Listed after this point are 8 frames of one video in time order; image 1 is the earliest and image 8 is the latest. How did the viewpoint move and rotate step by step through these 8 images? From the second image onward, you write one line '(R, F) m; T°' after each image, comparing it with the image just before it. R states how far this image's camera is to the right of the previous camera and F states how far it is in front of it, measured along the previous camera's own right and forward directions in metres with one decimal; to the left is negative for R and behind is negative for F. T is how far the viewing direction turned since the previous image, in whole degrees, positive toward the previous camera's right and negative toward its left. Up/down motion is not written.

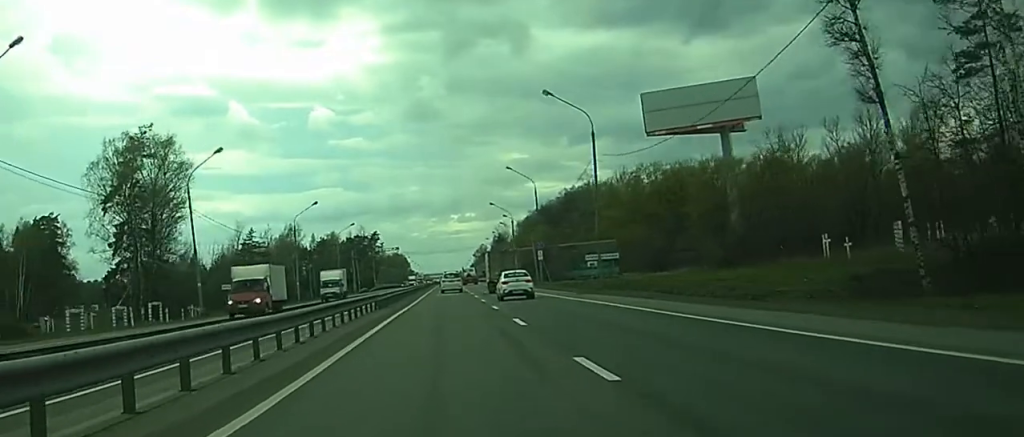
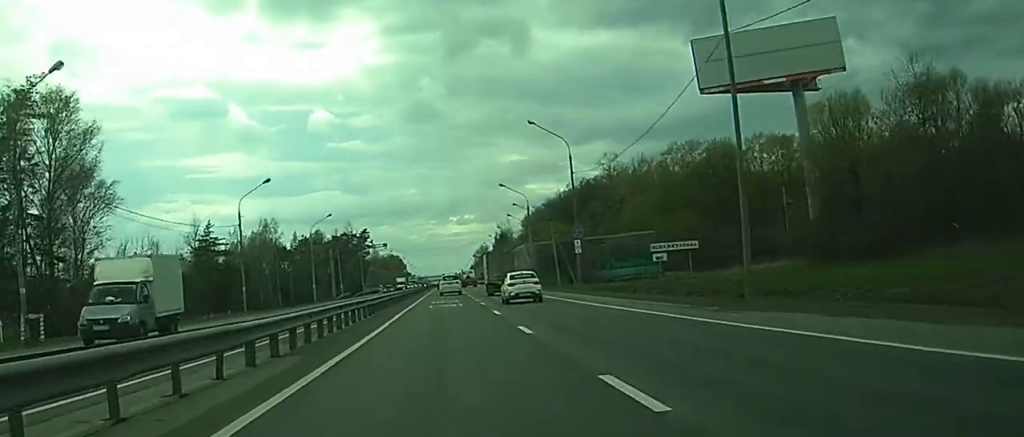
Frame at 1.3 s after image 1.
(+0.1, +27.4) m; 0°
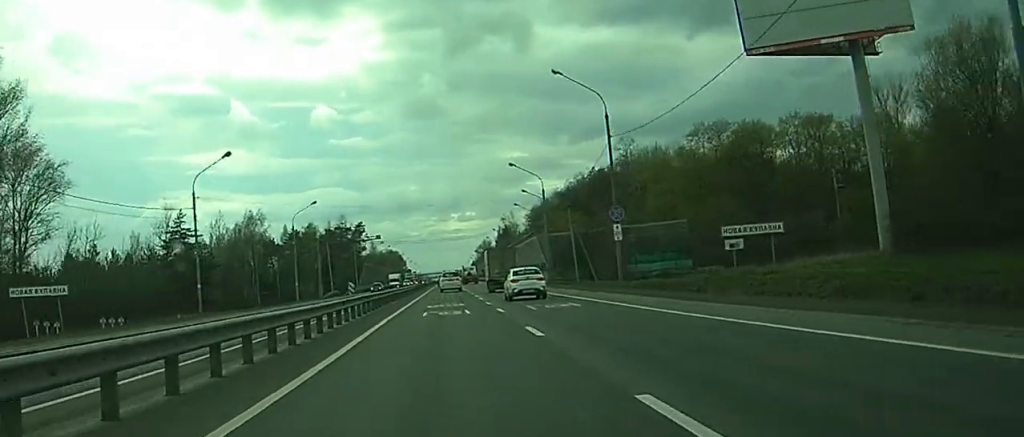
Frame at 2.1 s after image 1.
(0.0, +14.7) m; 0°
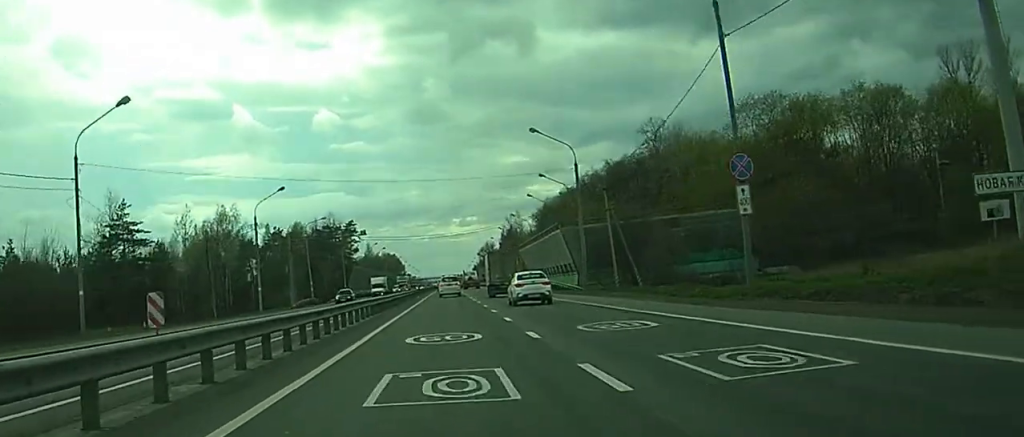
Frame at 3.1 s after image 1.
(0.0, +21.1) m; 0°
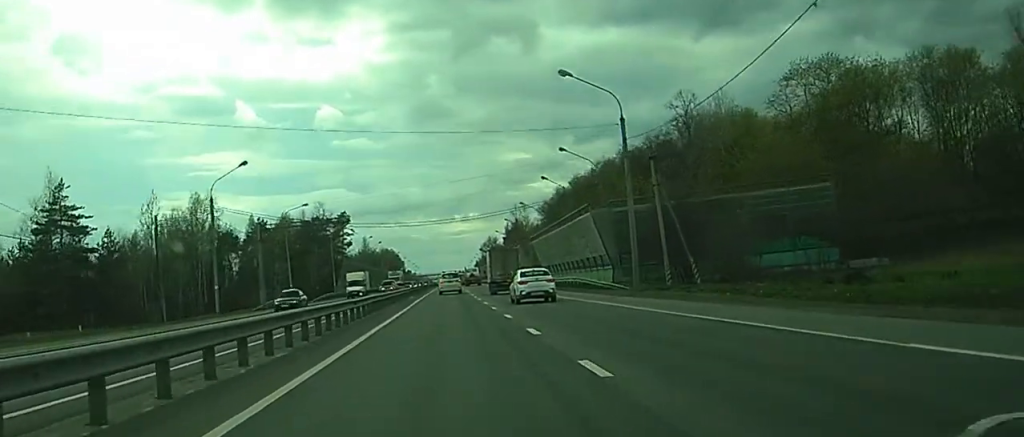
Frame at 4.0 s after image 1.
(+0.1, +16.2) m; 0°
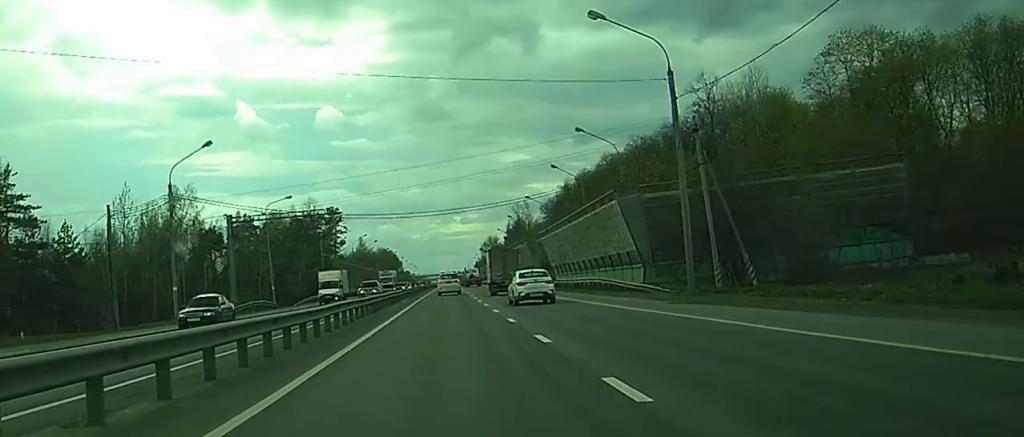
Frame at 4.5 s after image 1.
(+0.1, +10.3) m; 0°
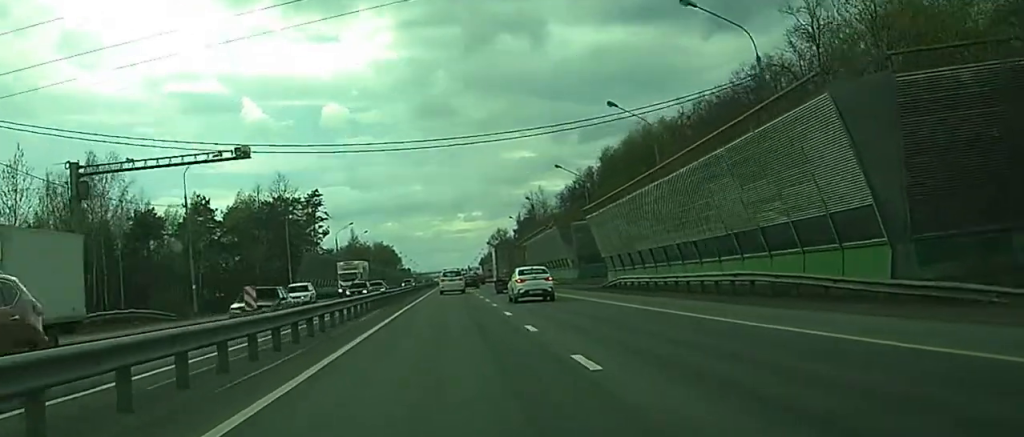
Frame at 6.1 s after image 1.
(-0.5, +30.4) m; -1°
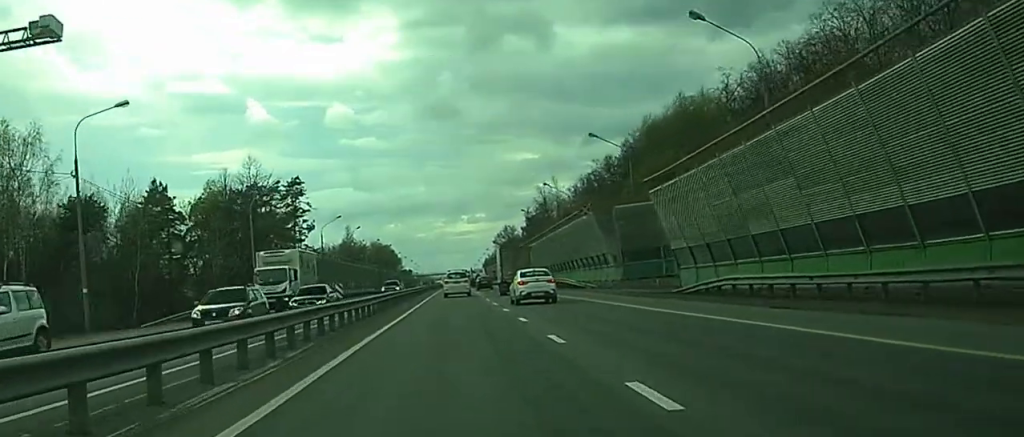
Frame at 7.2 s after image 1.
(-0.1, +20.6) m; 0°
